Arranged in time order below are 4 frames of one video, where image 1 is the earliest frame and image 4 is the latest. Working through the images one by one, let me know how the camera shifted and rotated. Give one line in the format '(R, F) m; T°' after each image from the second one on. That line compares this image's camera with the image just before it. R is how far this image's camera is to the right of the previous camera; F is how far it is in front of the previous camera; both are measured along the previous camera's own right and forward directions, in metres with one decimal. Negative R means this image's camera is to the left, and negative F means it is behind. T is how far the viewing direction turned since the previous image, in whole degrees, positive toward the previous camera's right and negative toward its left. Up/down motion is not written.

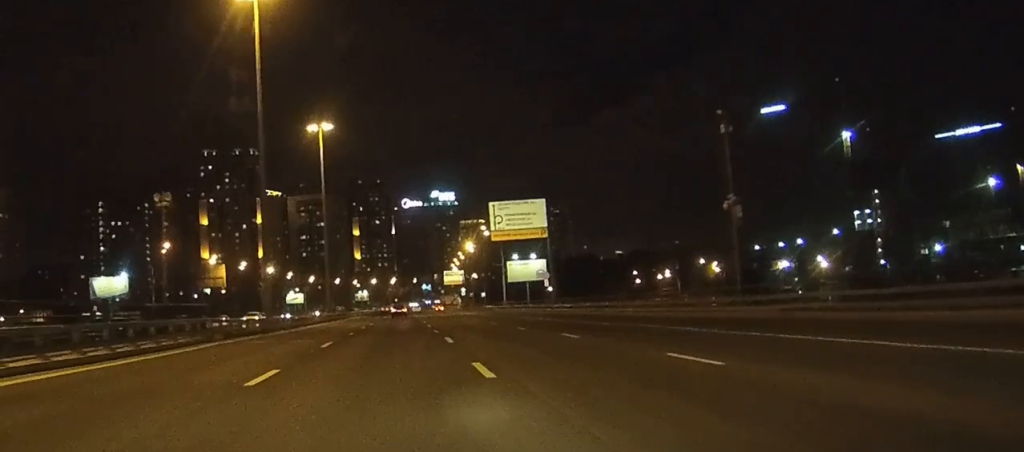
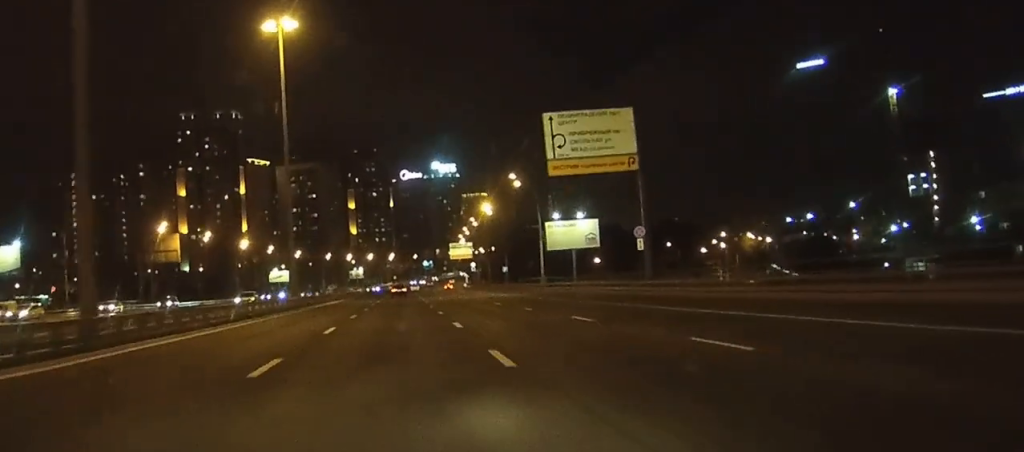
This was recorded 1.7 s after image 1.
(+0.1, +37.1) m; +1°
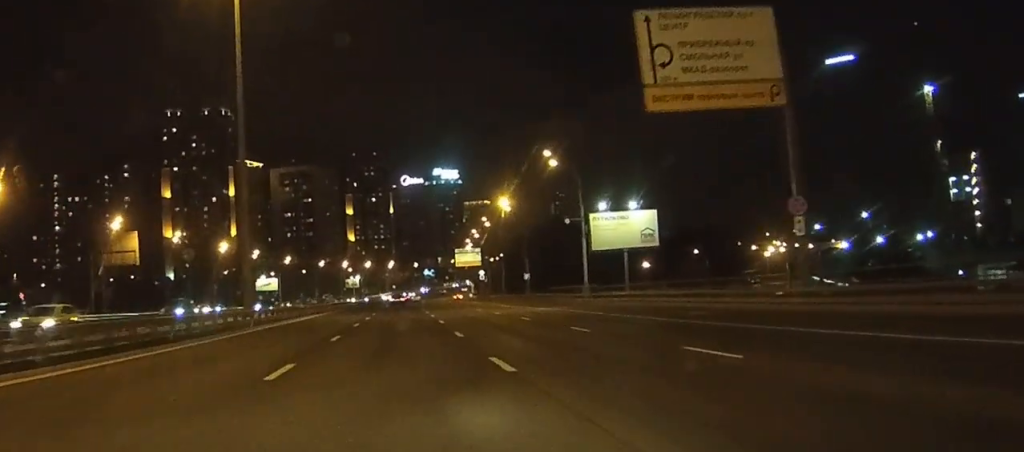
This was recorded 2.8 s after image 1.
(+0.1, +23.5) m; 0°
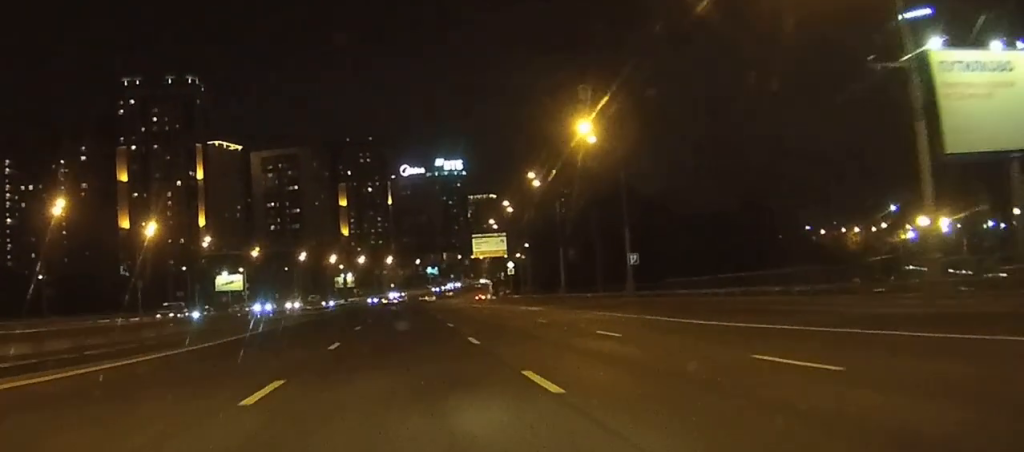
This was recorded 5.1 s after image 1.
(-0.4, +51.7) m; -1°
